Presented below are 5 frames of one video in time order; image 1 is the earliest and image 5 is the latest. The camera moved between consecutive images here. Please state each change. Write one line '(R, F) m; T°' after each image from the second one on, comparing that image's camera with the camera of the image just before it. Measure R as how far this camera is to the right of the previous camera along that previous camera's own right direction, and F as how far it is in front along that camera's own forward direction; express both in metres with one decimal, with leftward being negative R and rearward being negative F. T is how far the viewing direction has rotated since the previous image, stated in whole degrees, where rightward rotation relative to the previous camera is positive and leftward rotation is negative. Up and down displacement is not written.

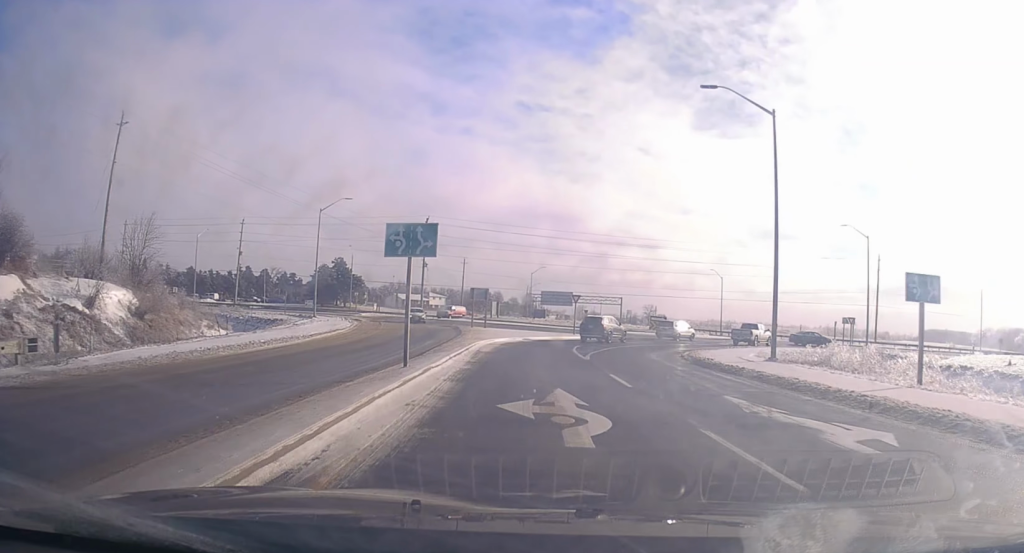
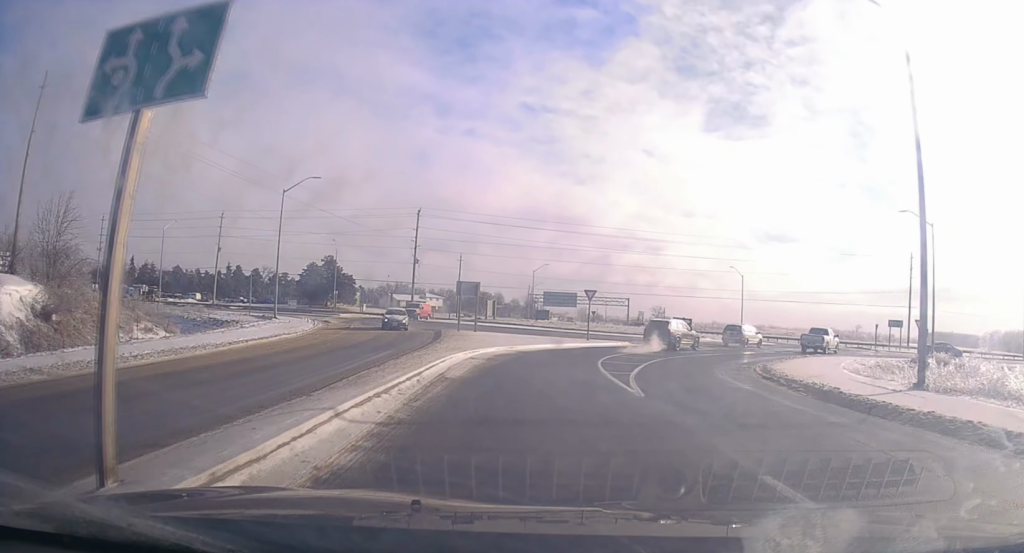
(+0.3, +12.2) m; -2°
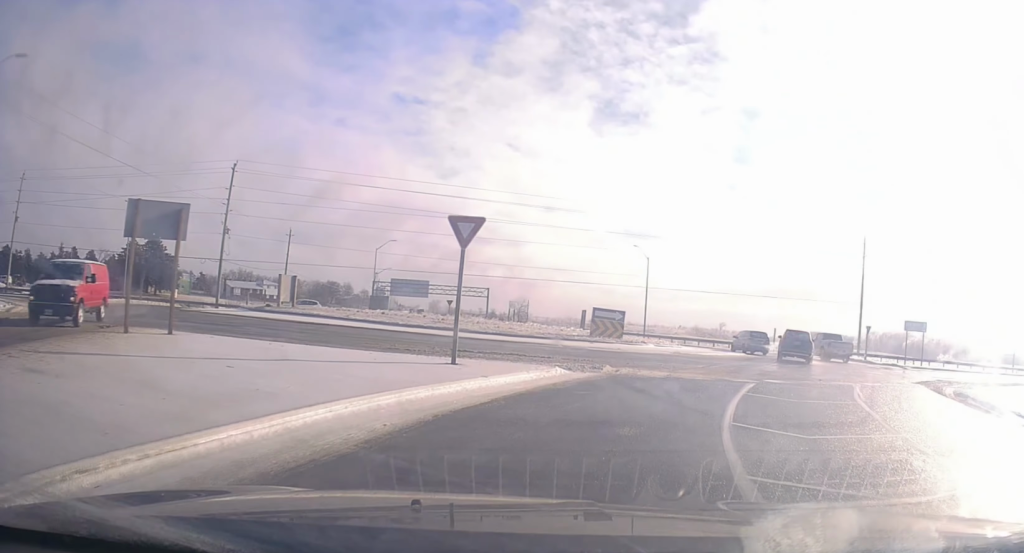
(+3.6, +26.8) m; +29°
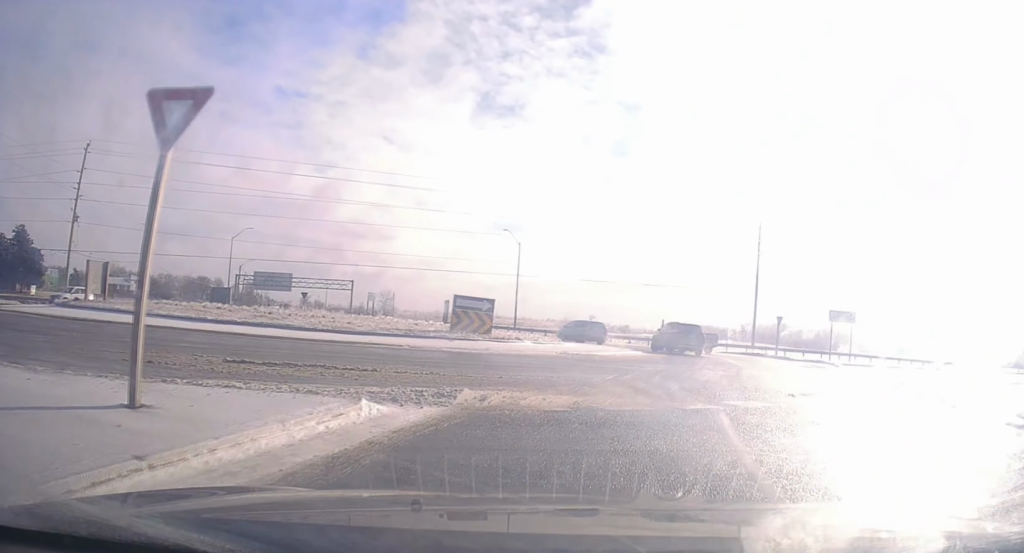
(0.0, +7.9) m; 0°
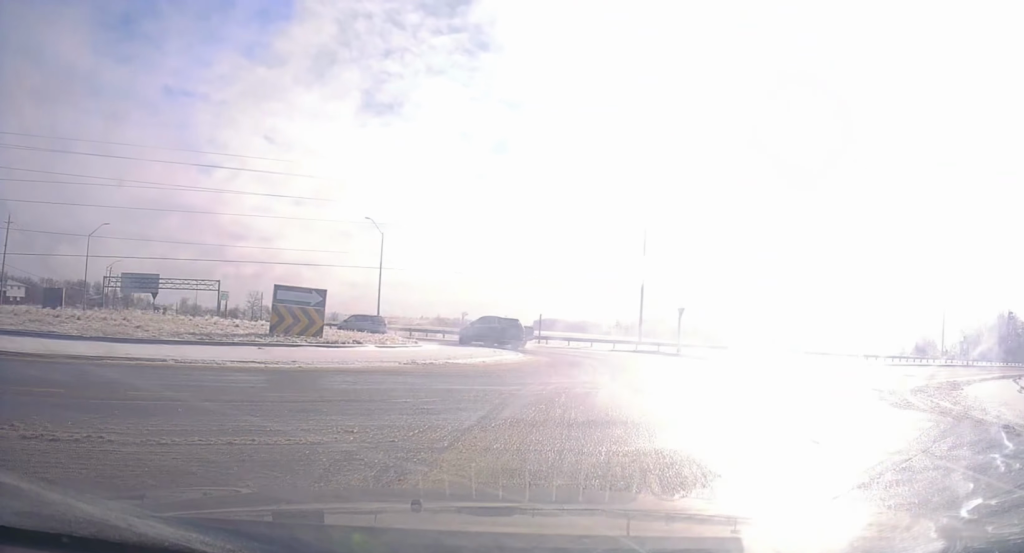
(0.0, +7.4) m; 0°
